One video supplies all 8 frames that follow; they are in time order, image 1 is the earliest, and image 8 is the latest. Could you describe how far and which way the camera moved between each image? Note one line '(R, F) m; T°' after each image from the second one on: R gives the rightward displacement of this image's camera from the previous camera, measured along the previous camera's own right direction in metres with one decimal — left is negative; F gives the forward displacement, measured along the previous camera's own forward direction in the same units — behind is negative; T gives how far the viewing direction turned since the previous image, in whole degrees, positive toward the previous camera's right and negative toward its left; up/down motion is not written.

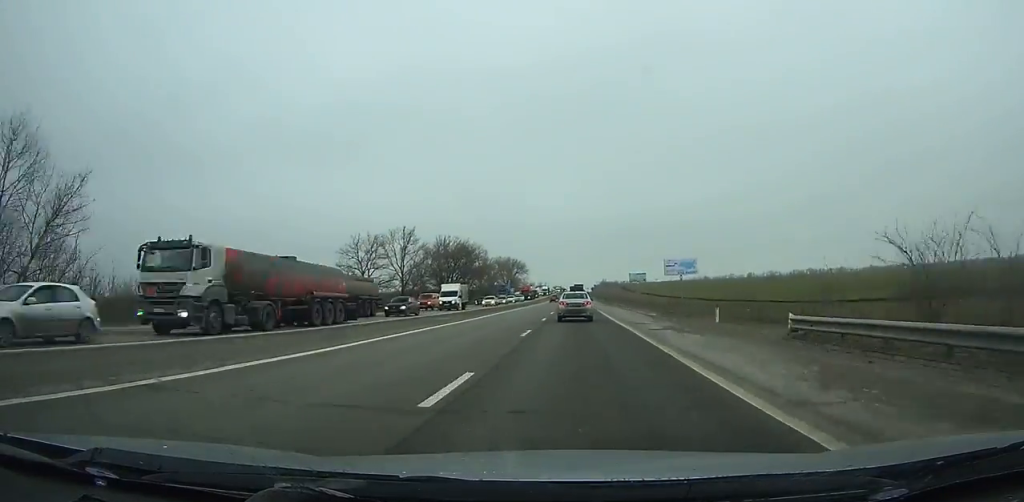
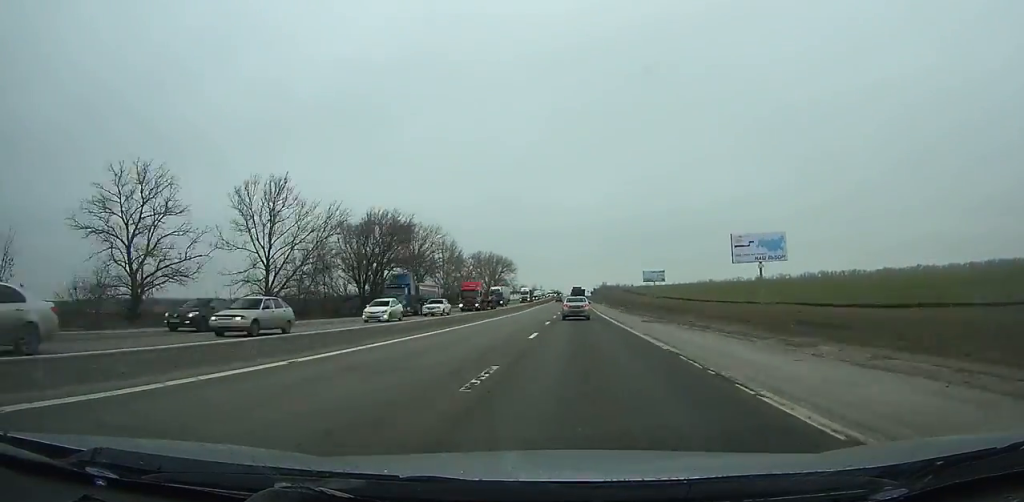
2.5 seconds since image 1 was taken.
(-0.1, +47.1) m; +1°
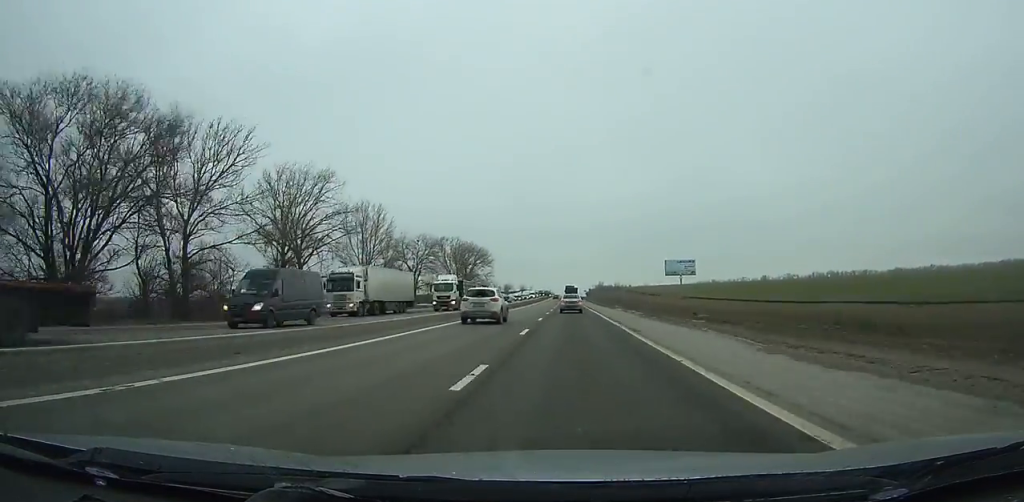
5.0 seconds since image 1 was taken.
(+0.5, +47.9) m; +1°
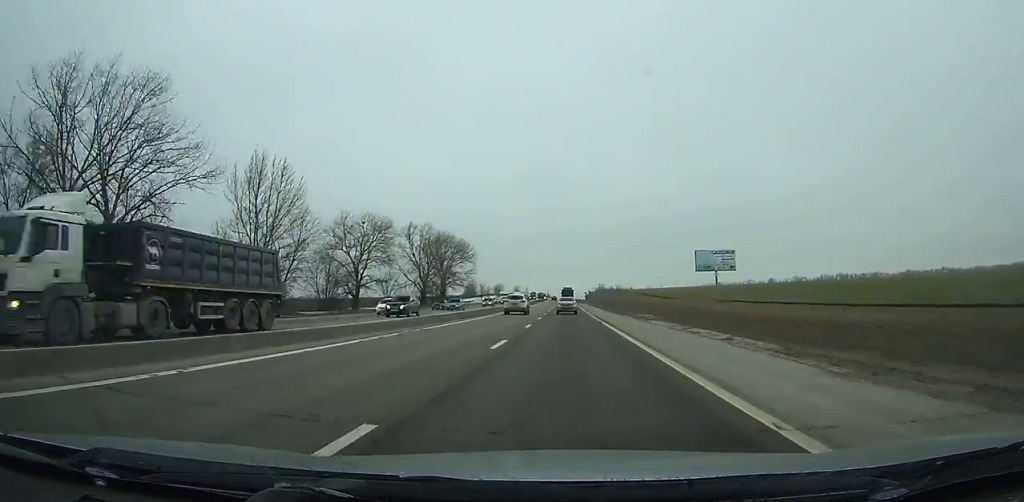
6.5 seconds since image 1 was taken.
(+0.1, +29.1) m; 0°
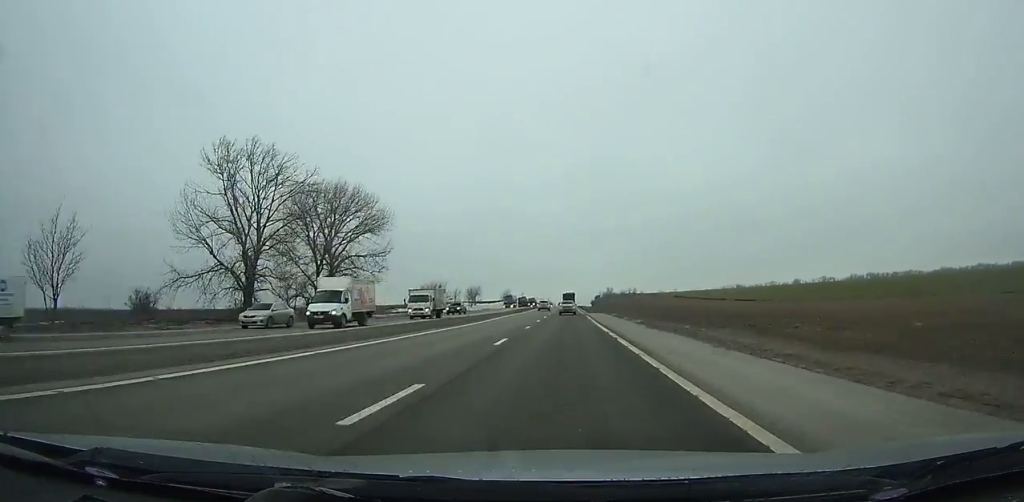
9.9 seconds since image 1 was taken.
(-0.4, +67.6) m; -1°
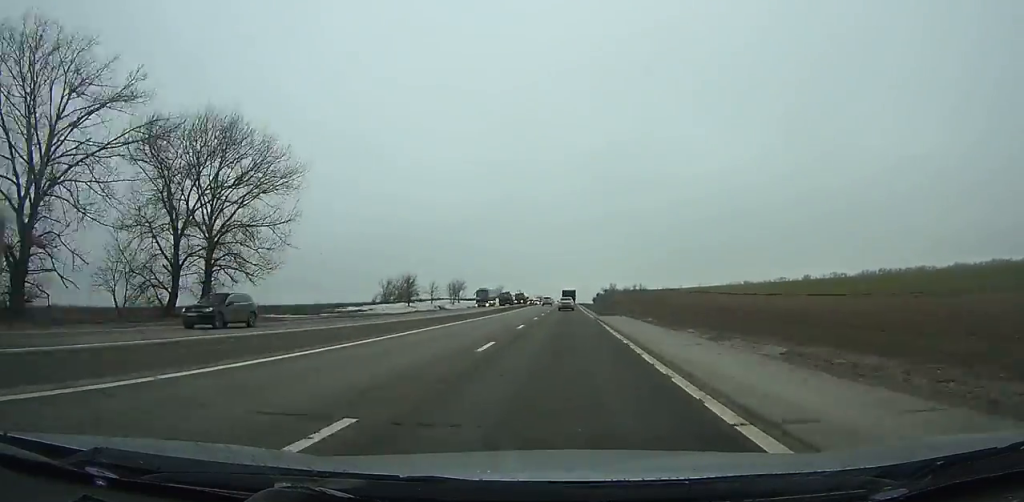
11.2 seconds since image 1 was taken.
(-0.2, +26.3) m; 0°
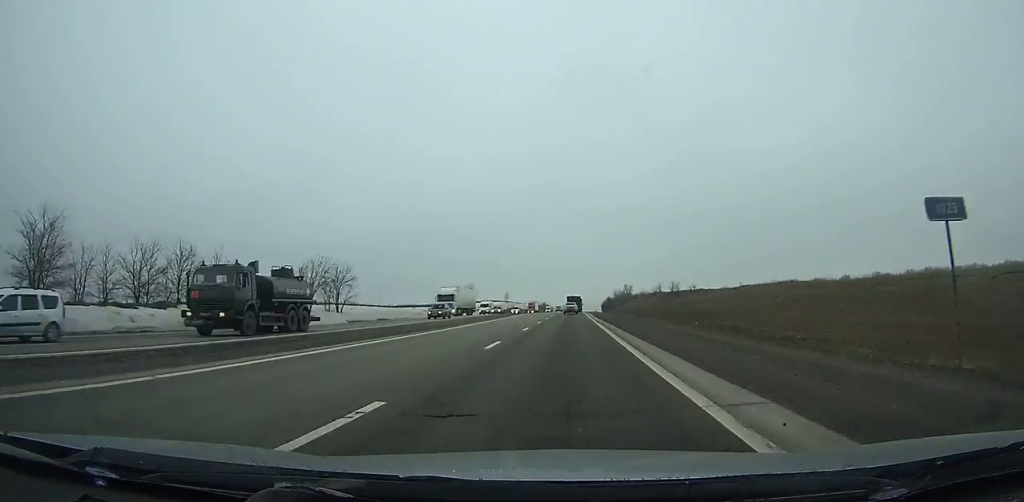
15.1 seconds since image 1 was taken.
(-0.2, +80.9) m; 0°
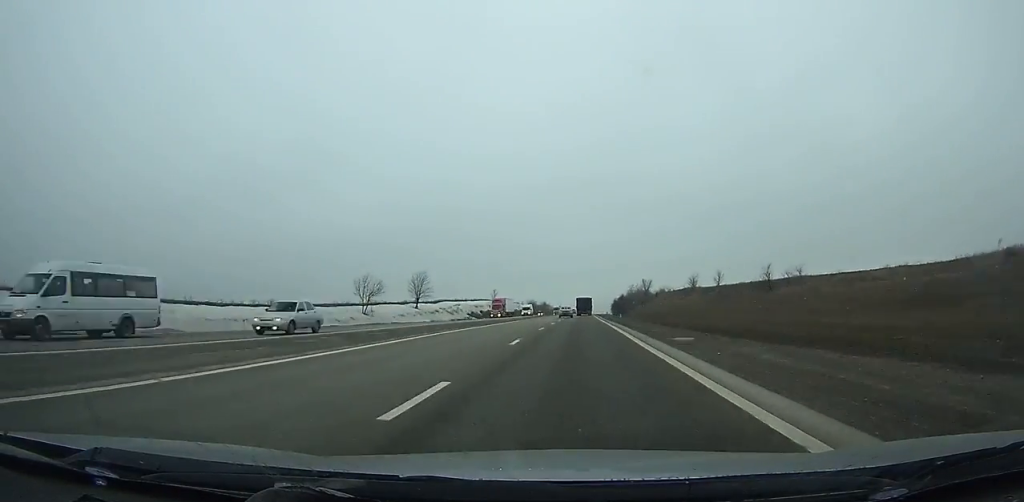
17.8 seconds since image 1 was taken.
(0.0, +57.4) m; +1°
